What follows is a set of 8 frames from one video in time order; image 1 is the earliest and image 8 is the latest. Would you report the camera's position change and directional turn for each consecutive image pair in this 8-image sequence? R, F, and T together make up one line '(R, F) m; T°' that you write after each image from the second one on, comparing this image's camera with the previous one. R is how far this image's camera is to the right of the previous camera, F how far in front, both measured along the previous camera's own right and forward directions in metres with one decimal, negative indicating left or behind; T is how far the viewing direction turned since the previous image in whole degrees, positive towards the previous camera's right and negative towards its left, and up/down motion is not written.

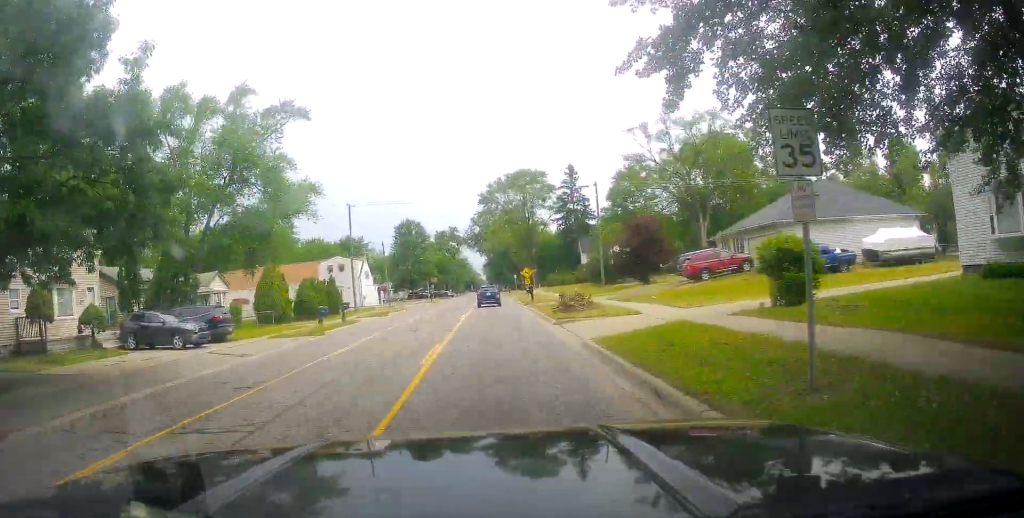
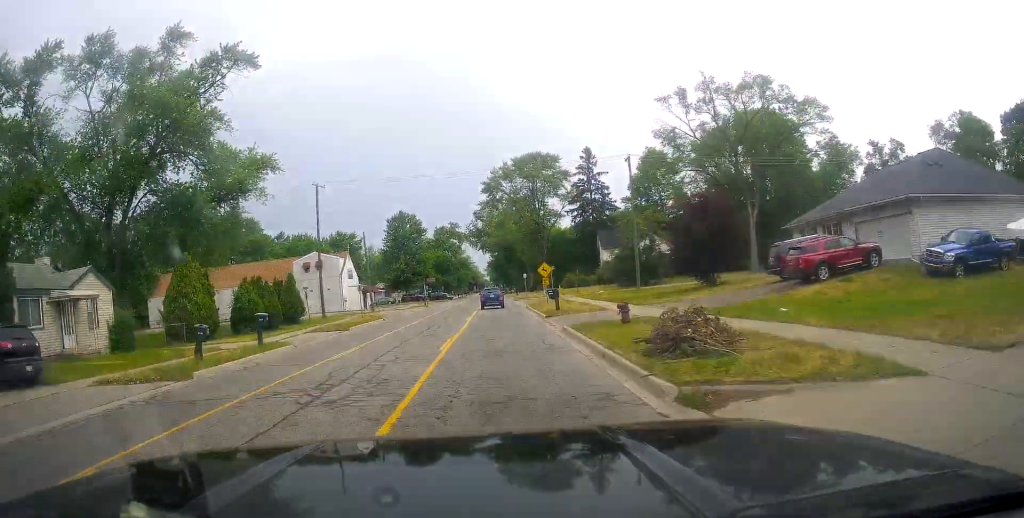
(+0.6, +14.3) m; +2°
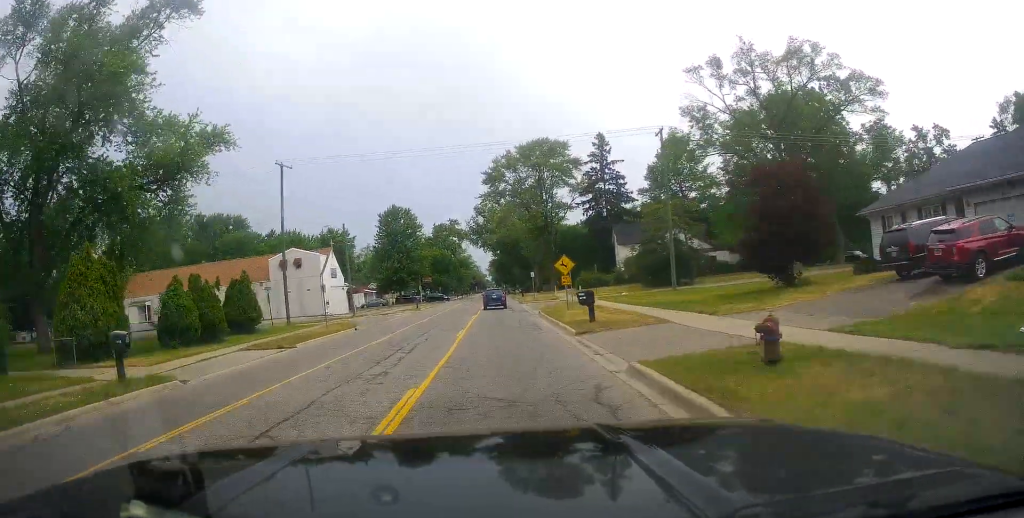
(+0.1, +9.7) m; -1°
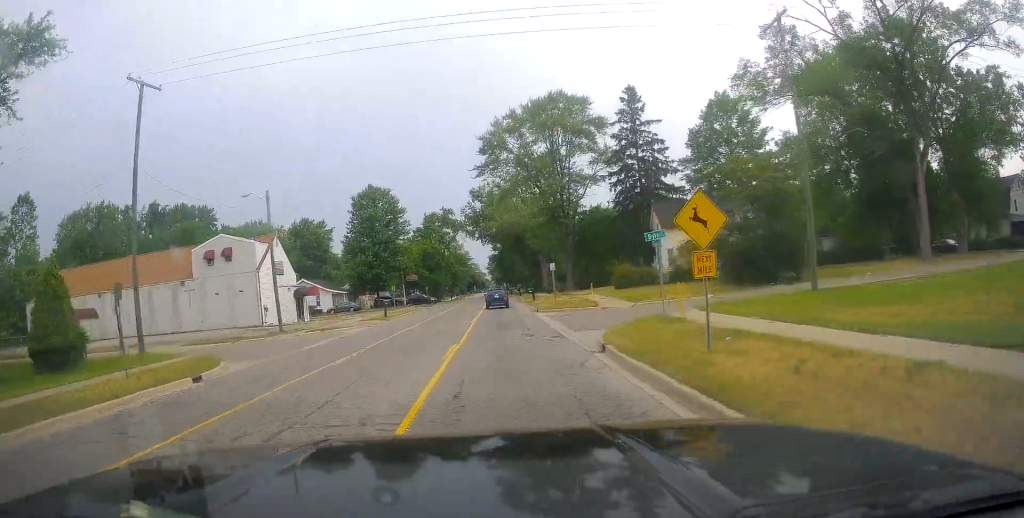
(-0.6, +19.4) m; -1°
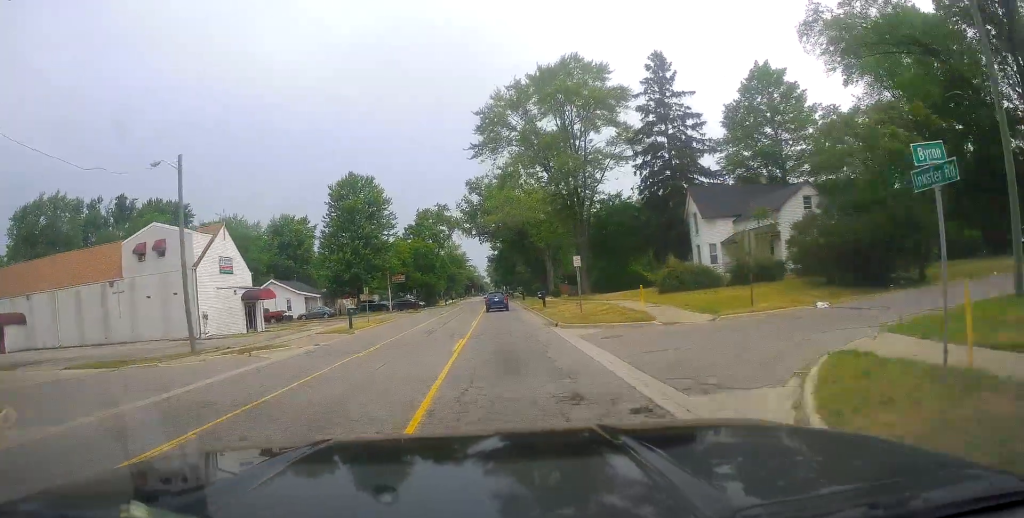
(+0.1, +11.3) m; 0°
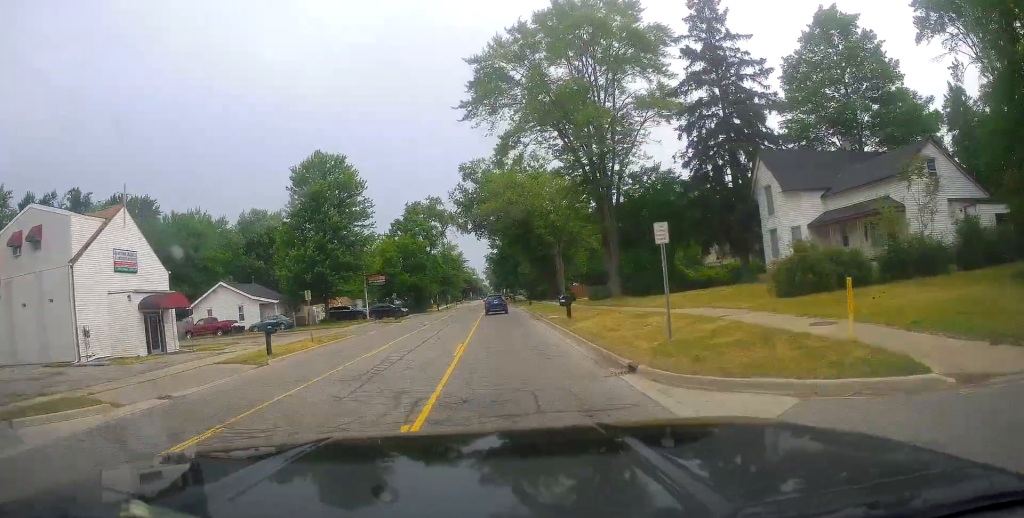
(+0.3, +13.4) m; +1°
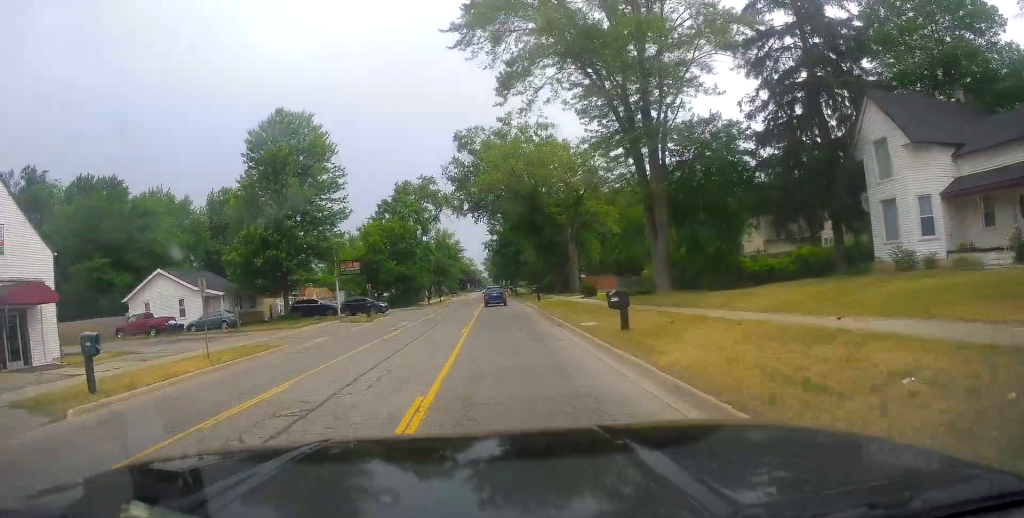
(-0.3, +11.2) m; 0°
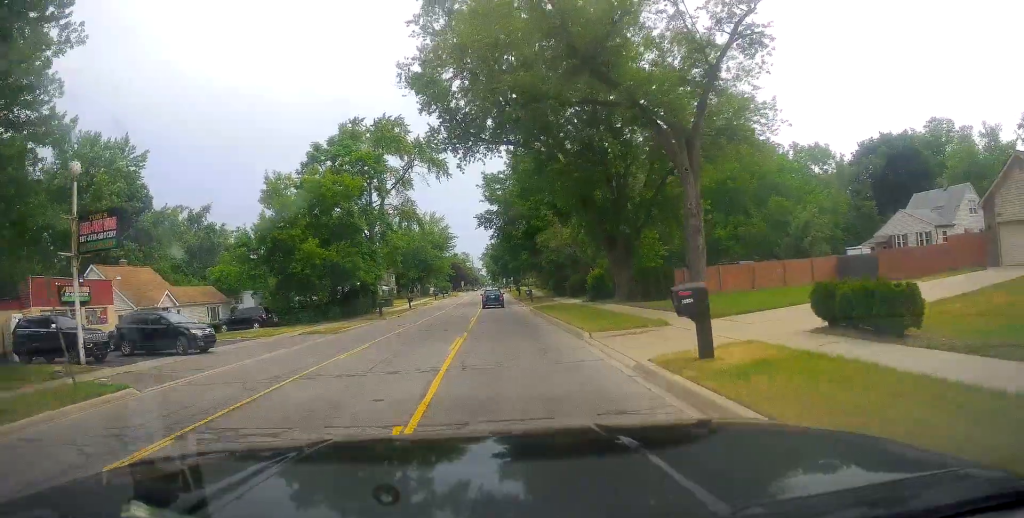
(-0.8, +34.1) m; -1°
